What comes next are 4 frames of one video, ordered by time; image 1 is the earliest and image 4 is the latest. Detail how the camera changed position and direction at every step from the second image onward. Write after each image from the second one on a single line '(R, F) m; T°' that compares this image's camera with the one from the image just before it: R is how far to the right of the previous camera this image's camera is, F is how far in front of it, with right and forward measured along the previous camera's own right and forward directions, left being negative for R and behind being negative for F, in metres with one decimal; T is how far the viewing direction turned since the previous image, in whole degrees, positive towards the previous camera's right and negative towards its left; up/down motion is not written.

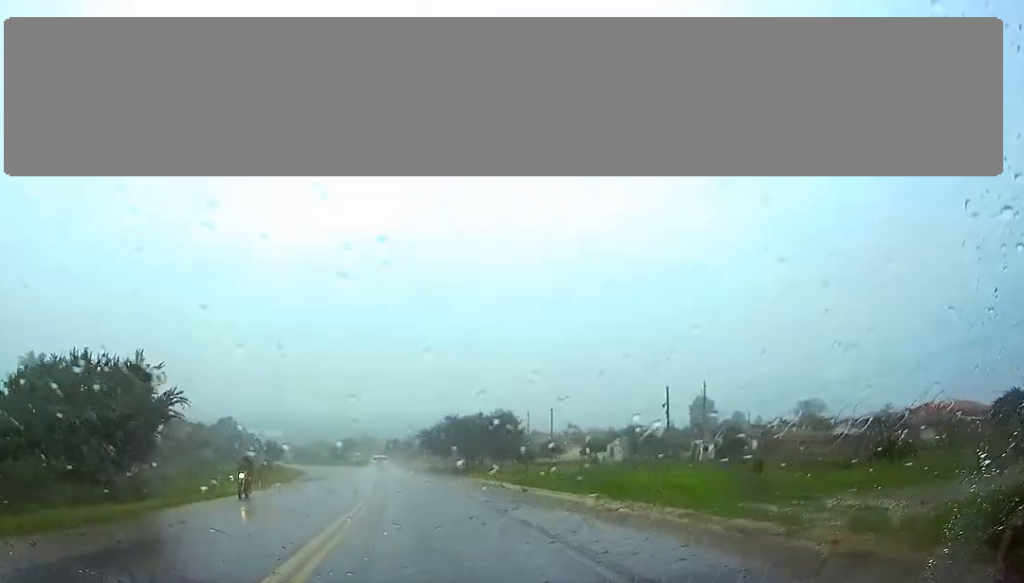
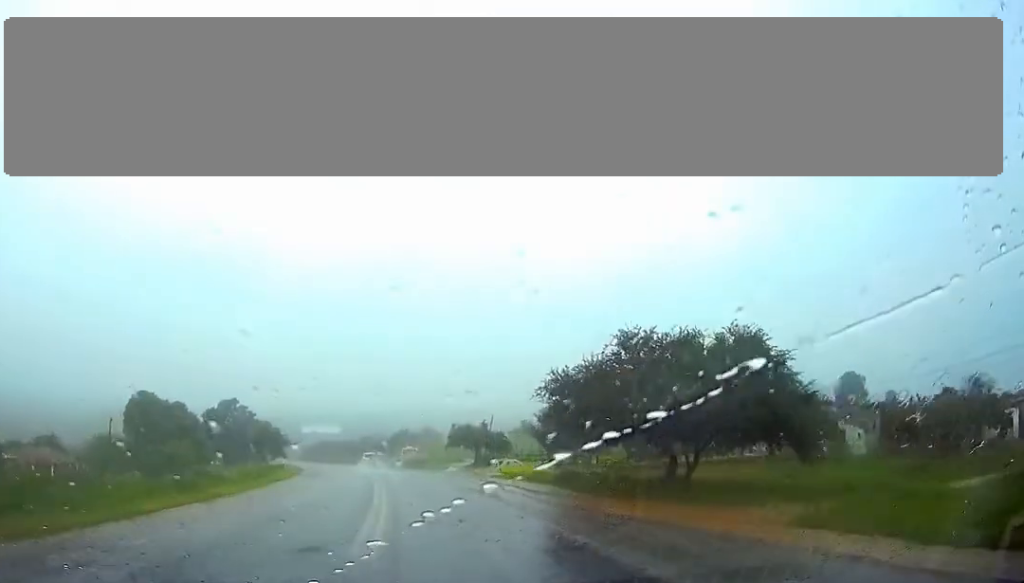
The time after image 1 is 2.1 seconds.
(-1.8, +53.6) m; -4°
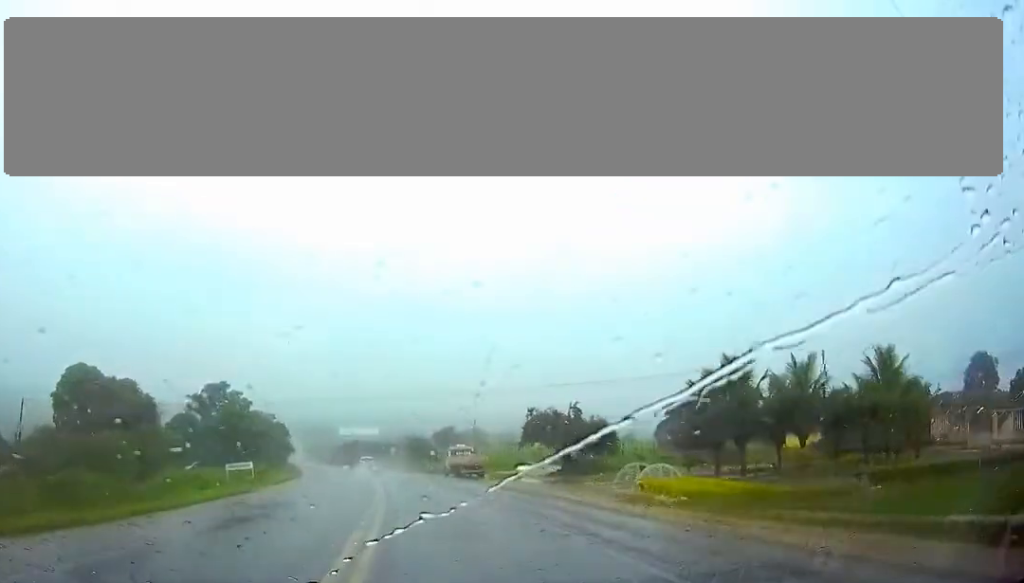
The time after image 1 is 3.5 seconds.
(-0.7, +36.7) m; -3°
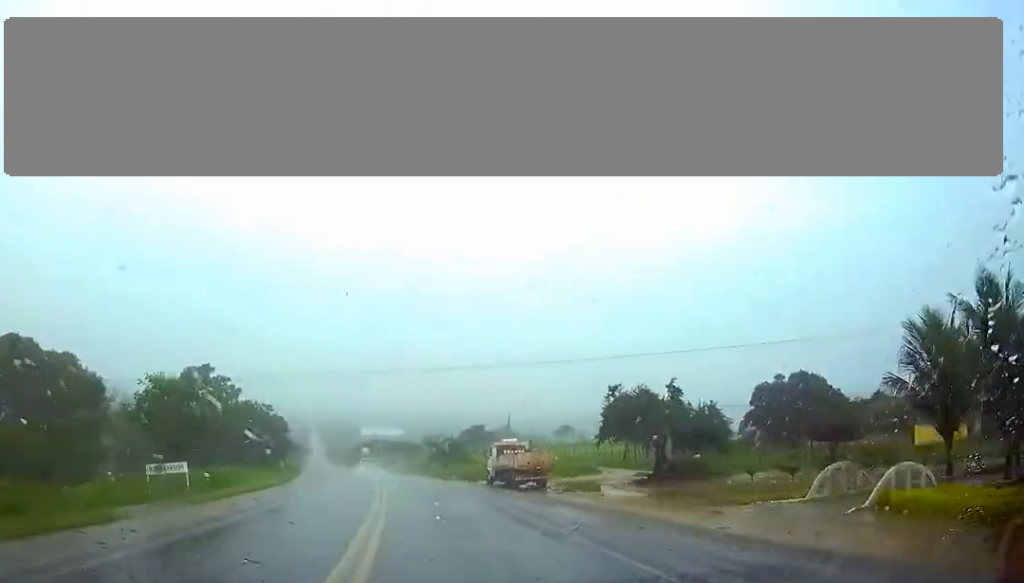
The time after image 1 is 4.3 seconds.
(-0.4, +20.4) m; -2°
